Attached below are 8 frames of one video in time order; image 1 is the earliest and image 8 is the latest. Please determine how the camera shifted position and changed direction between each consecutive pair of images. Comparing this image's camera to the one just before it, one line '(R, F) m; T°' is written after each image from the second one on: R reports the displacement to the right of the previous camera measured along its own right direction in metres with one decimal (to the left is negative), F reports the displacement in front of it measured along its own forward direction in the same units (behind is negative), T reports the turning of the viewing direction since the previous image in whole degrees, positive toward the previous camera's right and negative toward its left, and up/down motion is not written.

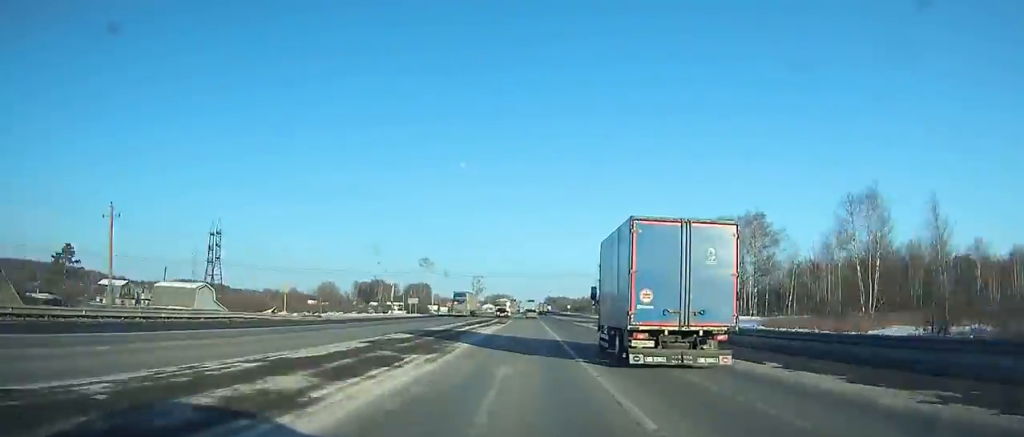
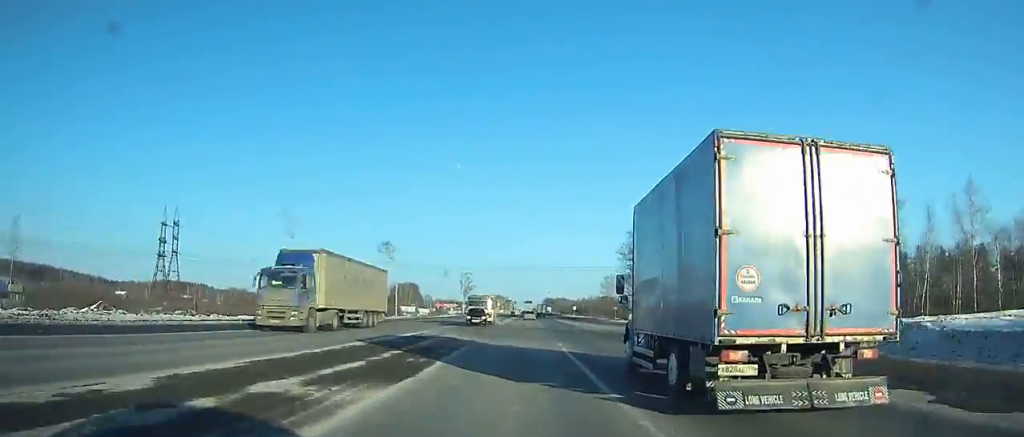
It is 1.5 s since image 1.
(+0.1, +39.3) m; 0°
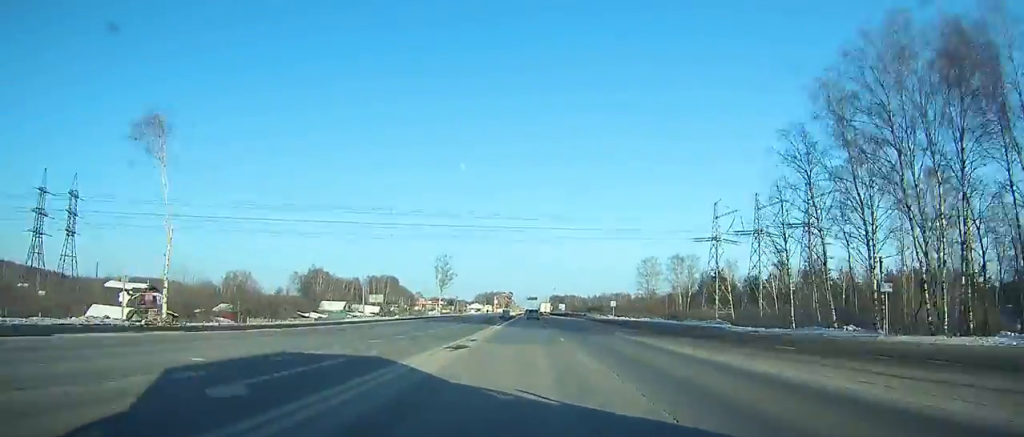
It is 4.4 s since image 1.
(+0.2, +72.8) m; 0°
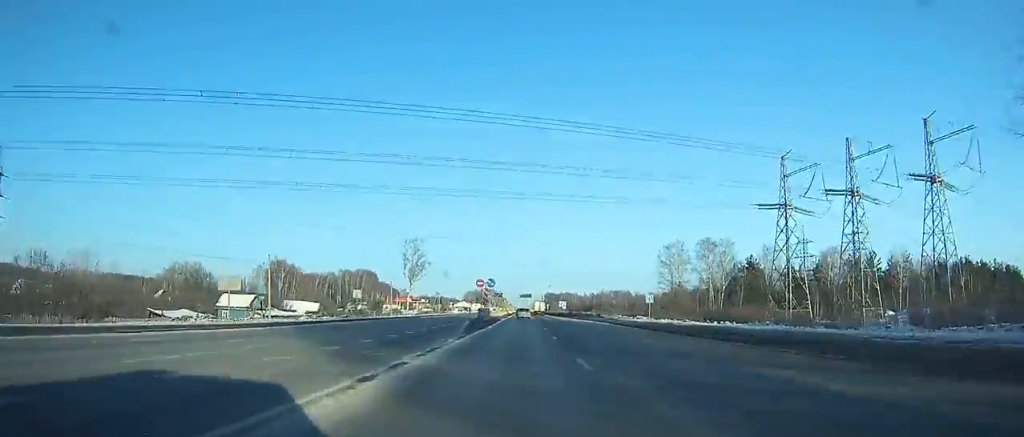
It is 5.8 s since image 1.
(0.0, +33.9) m; 0°
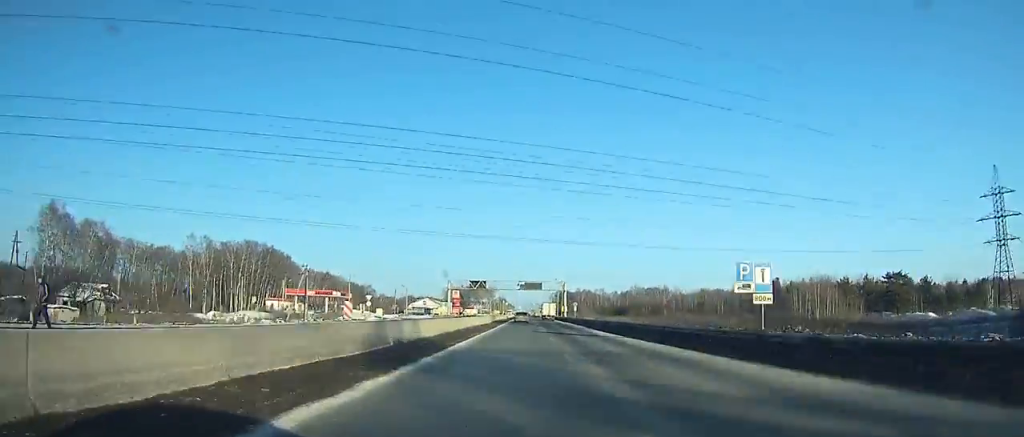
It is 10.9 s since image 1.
(-0.3, +118.1) m; 0°
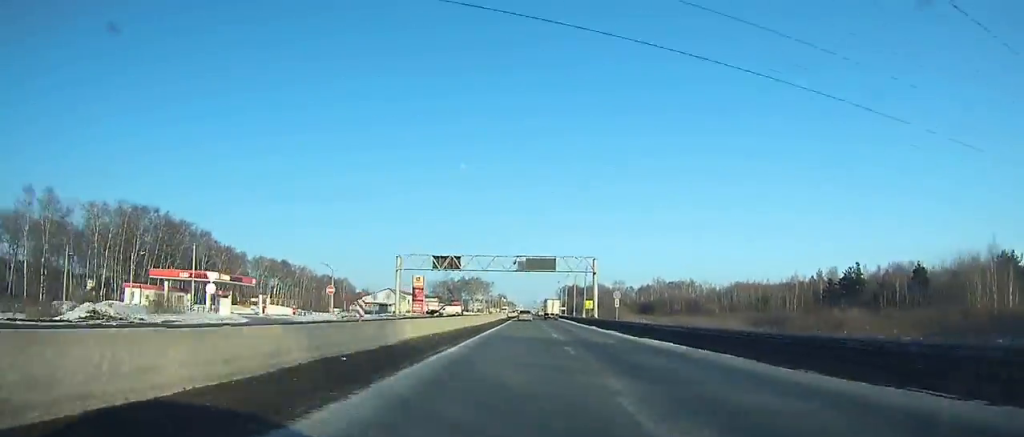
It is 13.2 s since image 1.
(0.0, +53.7) m; 0°
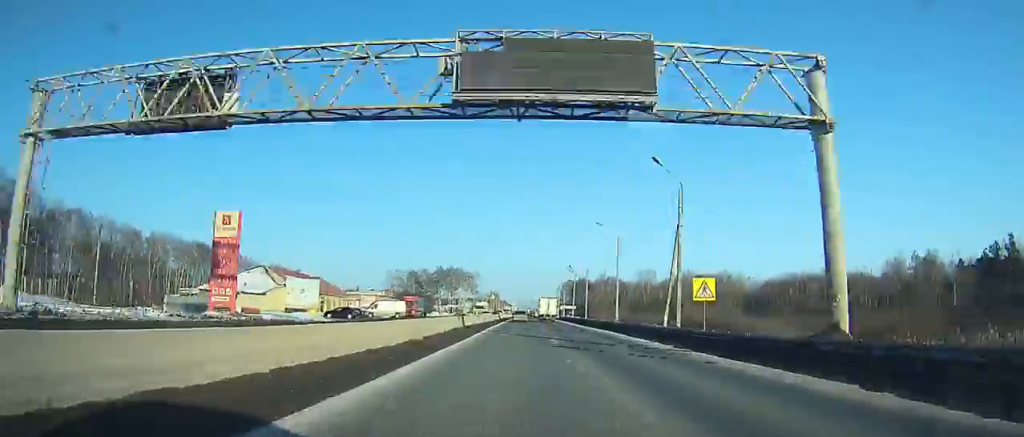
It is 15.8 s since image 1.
(+0.1, +60.3) m; 0°
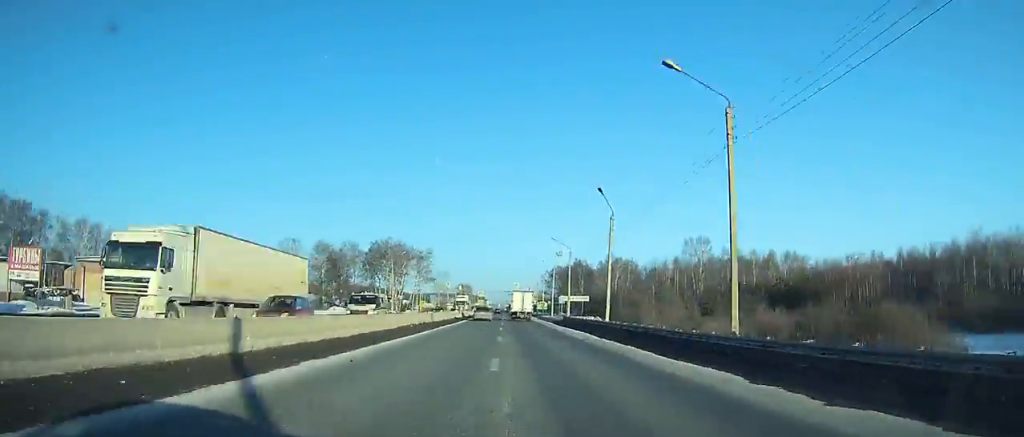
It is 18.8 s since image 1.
(+0.5, +67.6) m; +1°
